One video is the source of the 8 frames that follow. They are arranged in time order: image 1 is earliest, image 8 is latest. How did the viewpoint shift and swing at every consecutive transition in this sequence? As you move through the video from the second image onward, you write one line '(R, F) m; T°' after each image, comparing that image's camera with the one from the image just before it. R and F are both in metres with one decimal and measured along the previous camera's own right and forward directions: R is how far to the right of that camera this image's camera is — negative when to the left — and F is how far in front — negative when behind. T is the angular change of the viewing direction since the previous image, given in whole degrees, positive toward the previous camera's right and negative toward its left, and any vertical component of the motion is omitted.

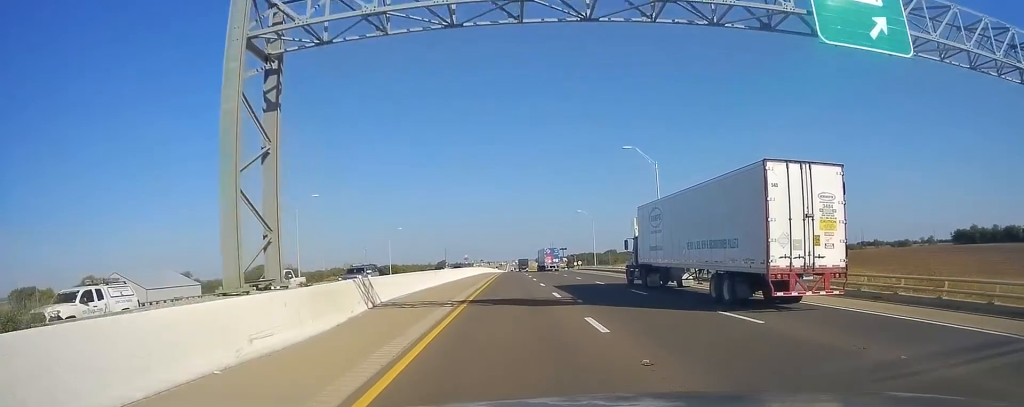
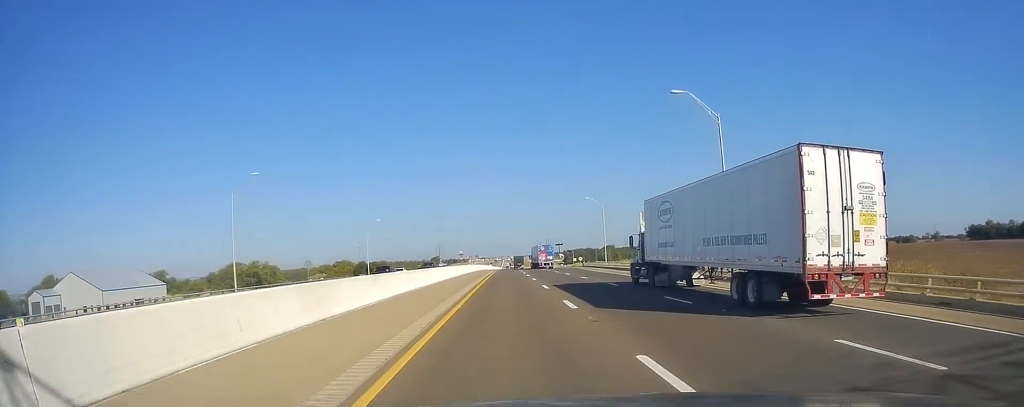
(0.0, +18.7) m; 0°
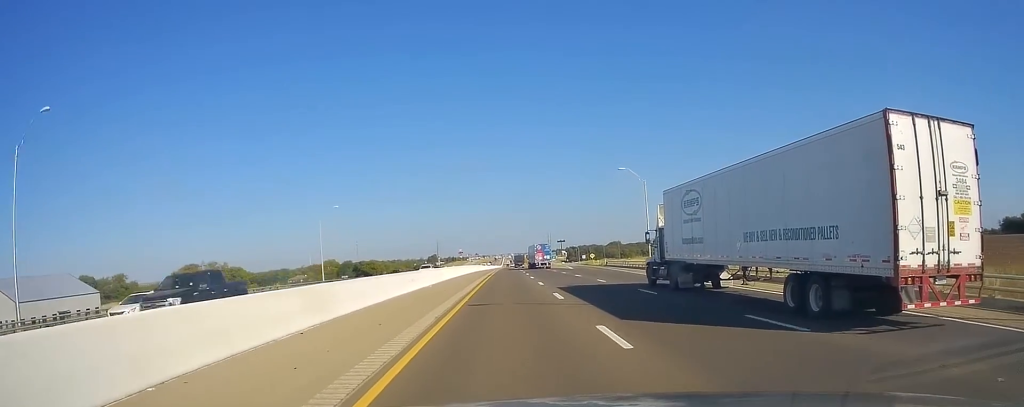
(+0.5, +32.4) m; 0°
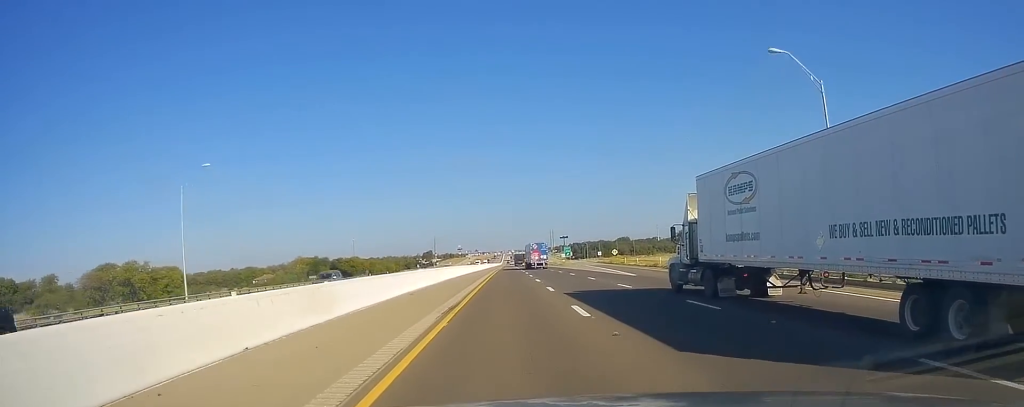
(-0.8, +43.4) m; -1°
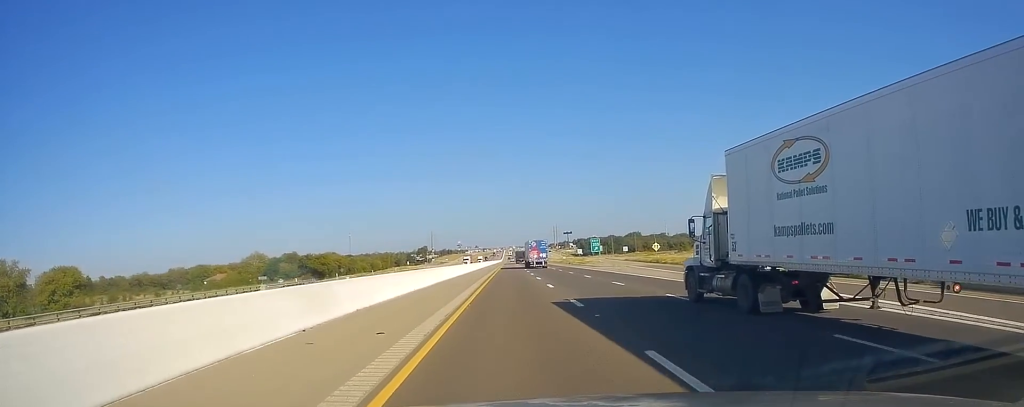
(0.0, +45.7) m; 0°
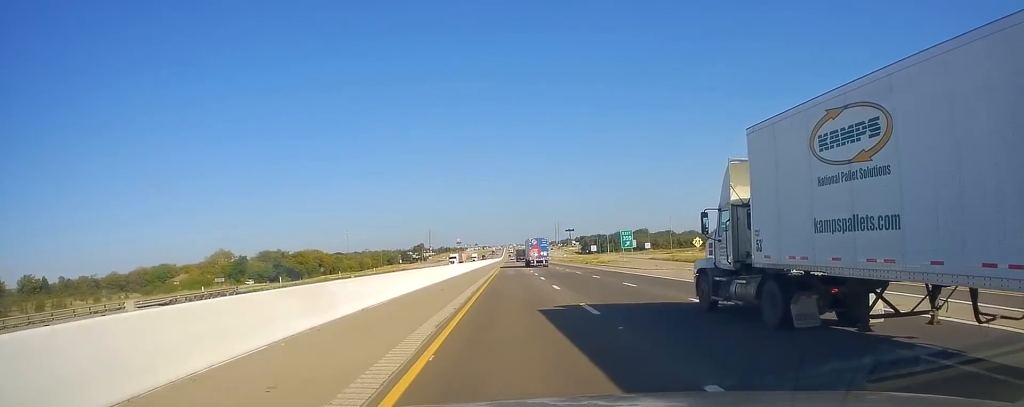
(0.0, +27.0) m; 0°
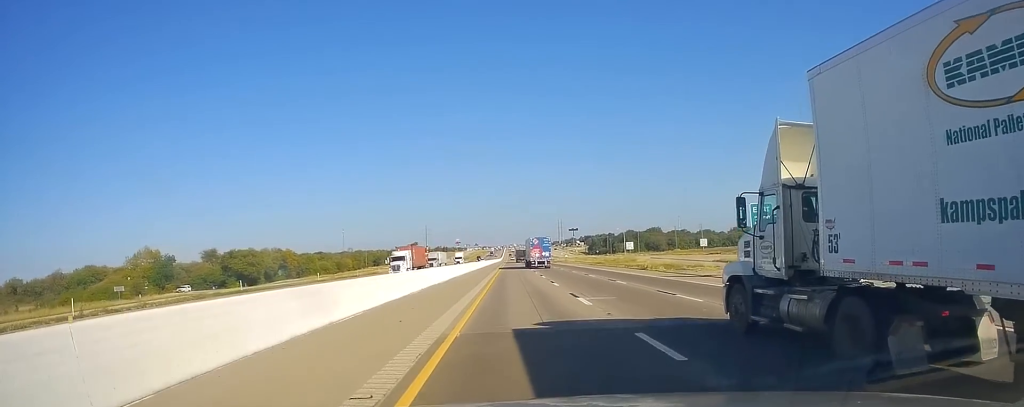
(0.0, +42.1) m; 0°
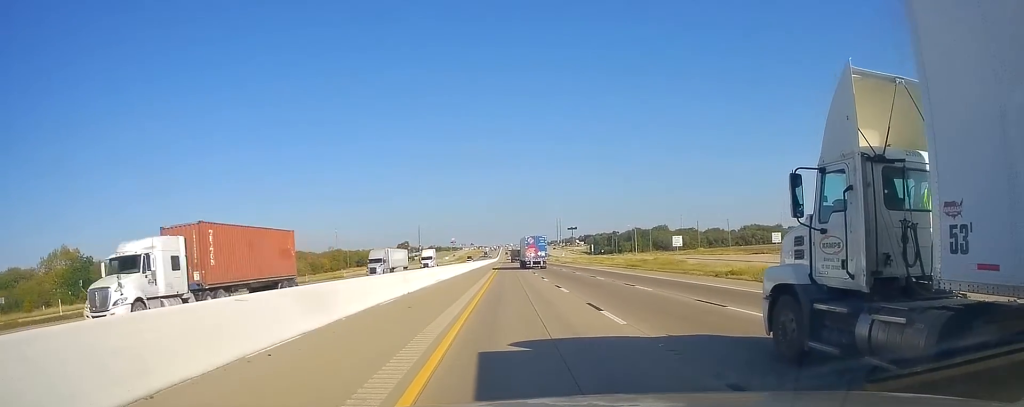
(0.0, +31.2) m; 0°
